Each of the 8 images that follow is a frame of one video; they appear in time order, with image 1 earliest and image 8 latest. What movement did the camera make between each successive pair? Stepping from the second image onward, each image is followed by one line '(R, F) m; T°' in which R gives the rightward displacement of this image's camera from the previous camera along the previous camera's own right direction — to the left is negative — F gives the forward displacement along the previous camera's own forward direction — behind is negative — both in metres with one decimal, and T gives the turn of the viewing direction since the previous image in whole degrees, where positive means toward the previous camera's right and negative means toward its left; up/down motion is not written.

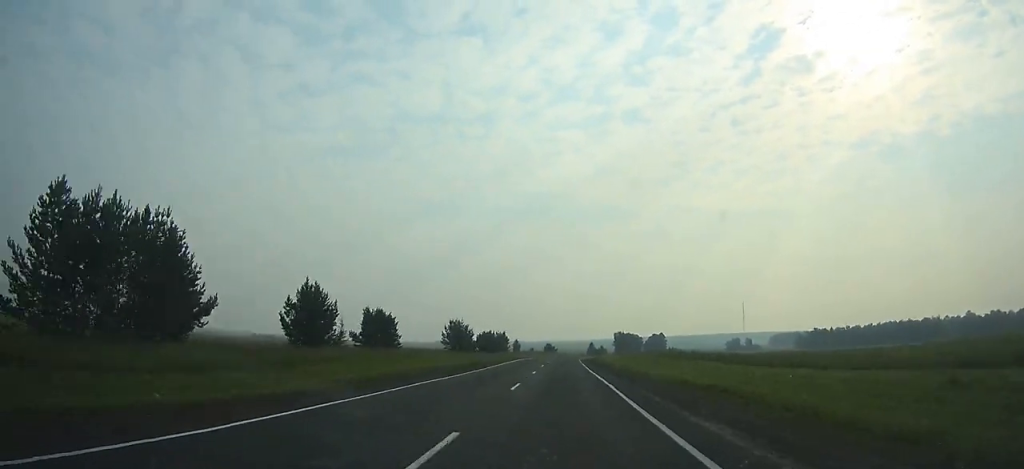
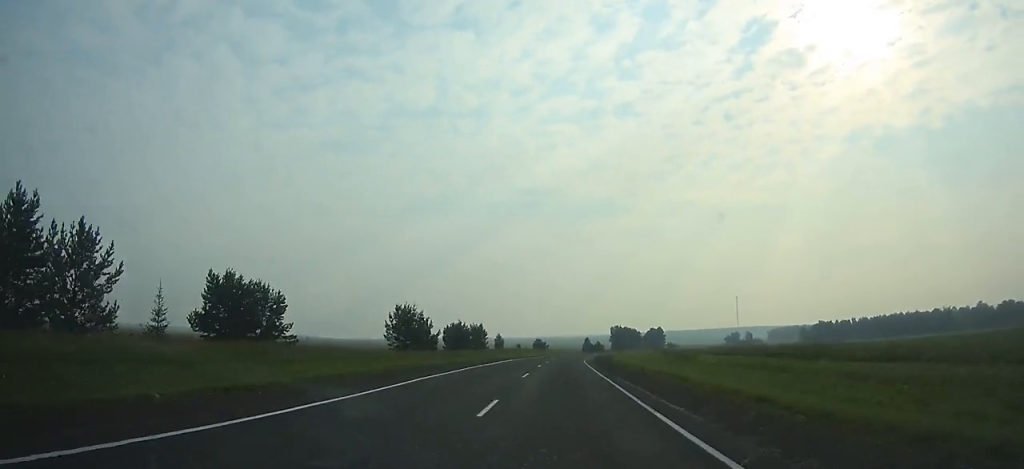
(-0.8, +30.2) m; 0°
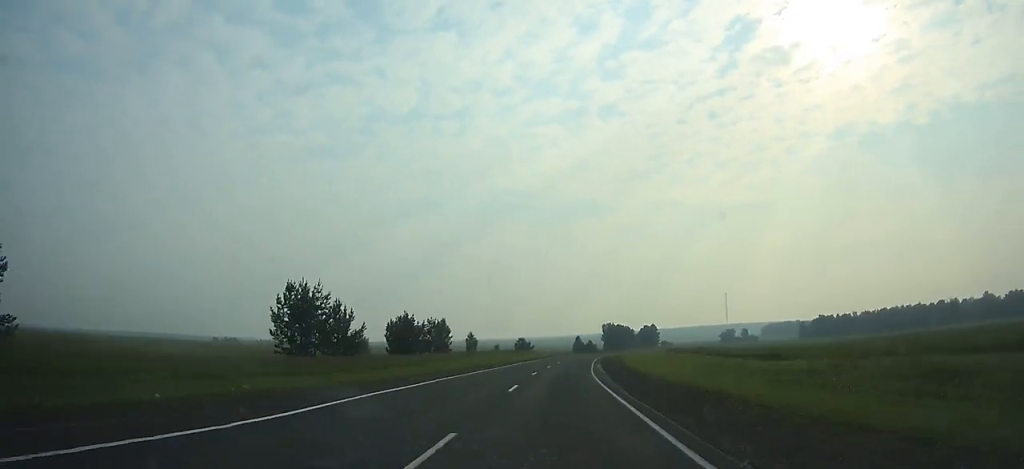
(-0.1, +25.8) m; +1°
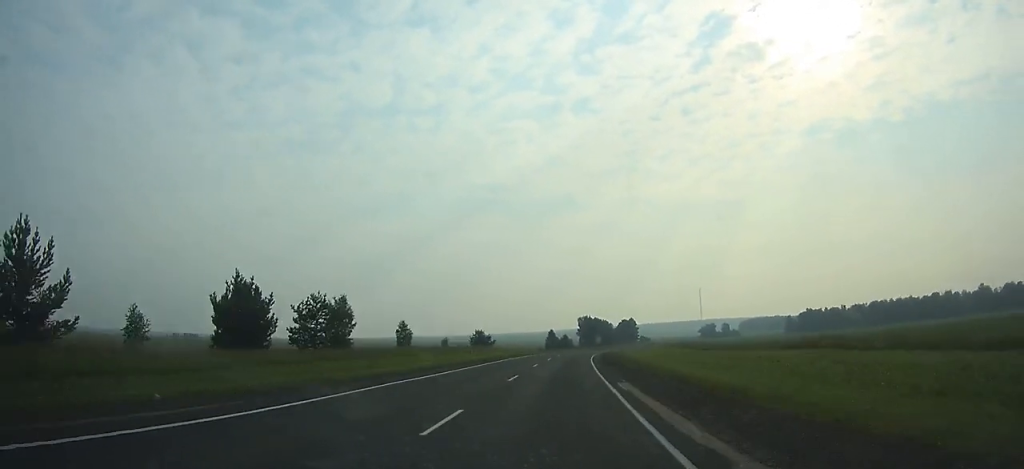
(+0.6, +32.1) m; +2°
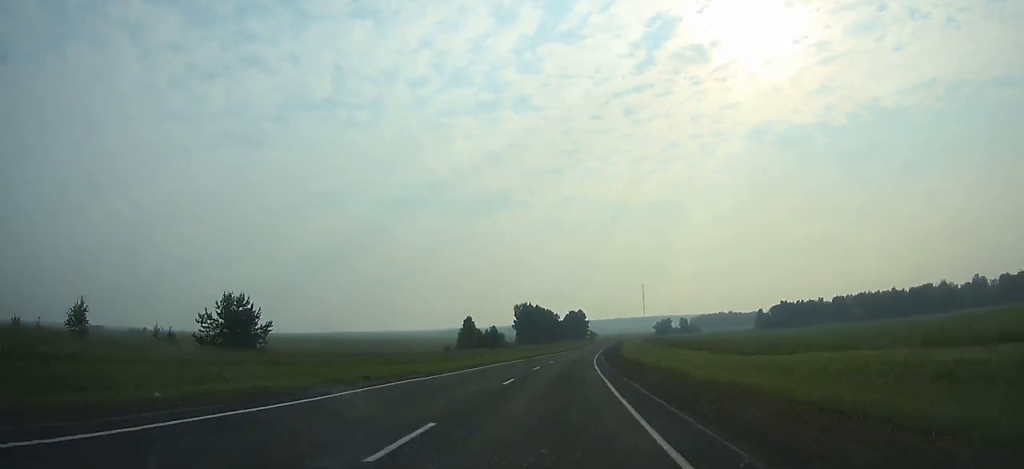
(+3.1, +70.6) m; +5°
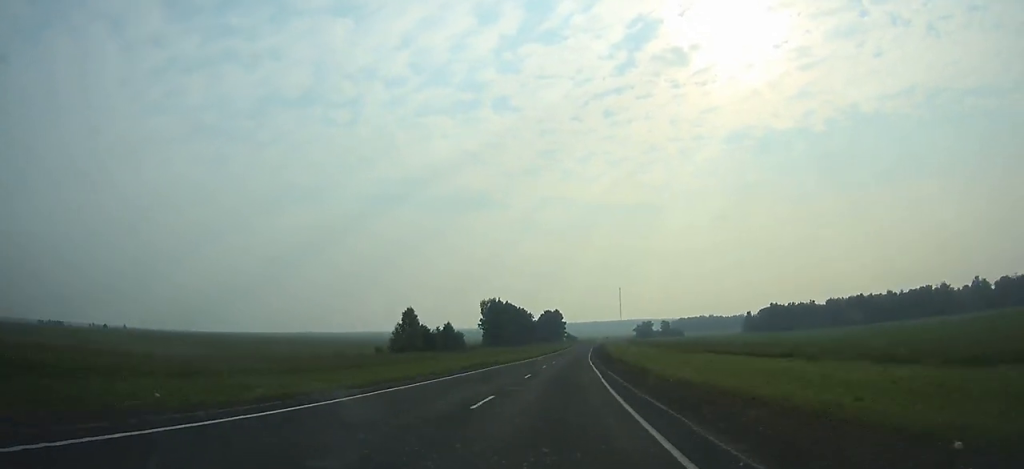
(+0.5, +28.7) m; +2°
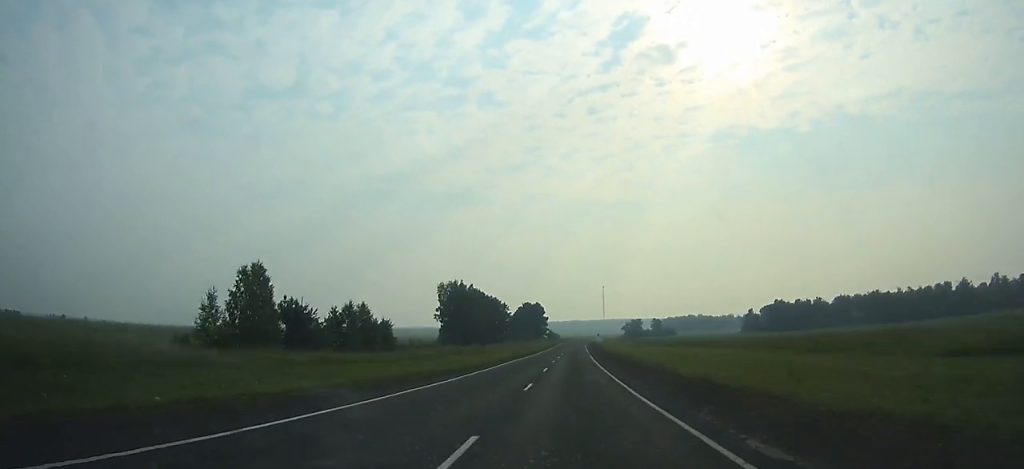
(+1.1, +43.5) m; +2°
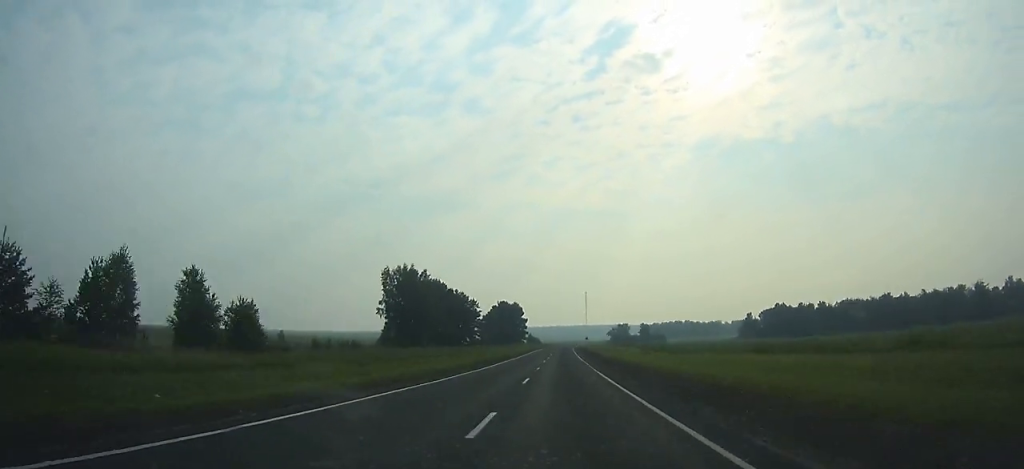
(+0.6, +32.2) m; +1°
